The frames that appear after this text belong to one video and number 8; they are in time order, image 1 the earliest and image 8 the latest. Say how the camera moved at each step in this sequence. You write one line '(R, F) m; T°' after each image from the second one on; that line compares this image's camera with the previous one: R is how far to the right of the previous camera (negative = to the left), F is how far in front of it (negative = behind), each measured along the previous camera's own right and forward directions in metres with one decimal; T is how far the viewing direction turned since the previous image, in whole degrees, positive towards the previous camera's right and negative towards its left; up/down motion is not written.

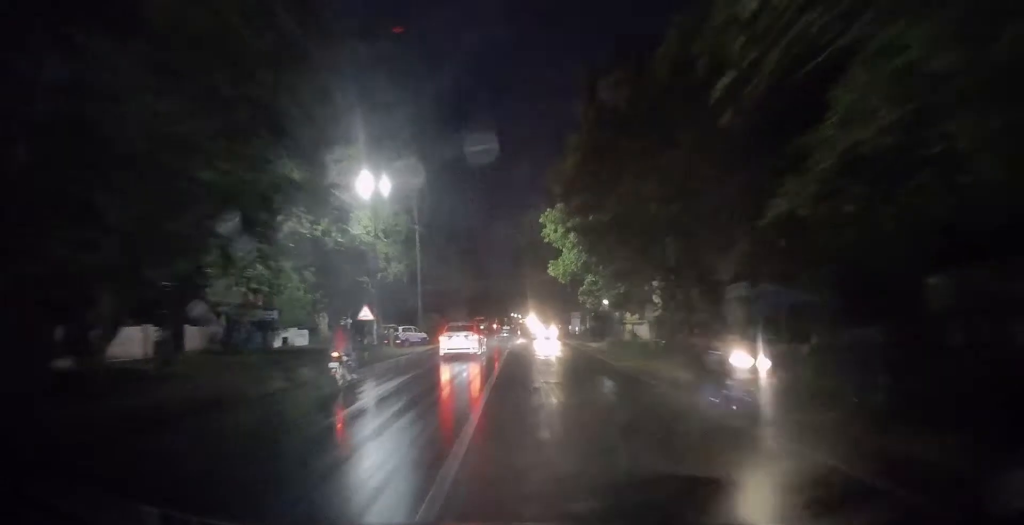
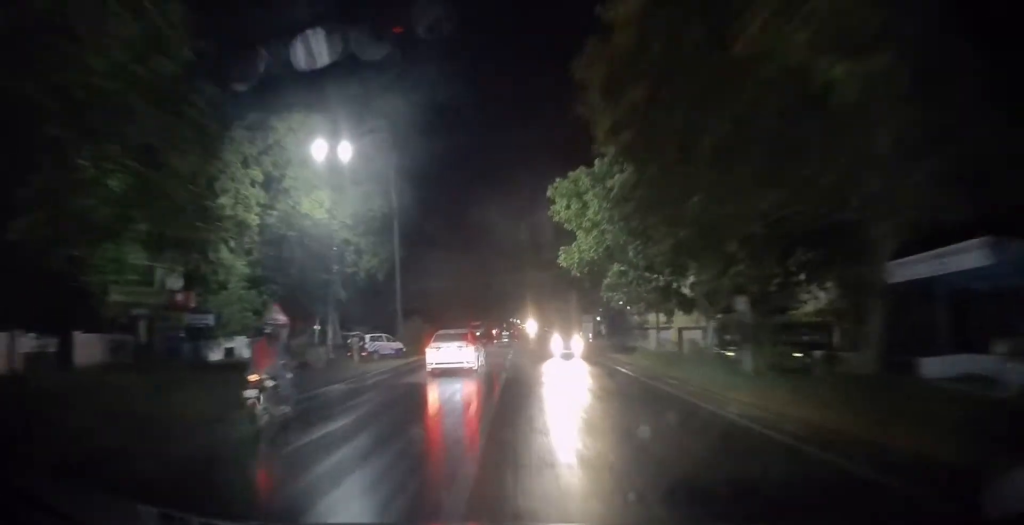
(0.0, +12.6) m; +1°
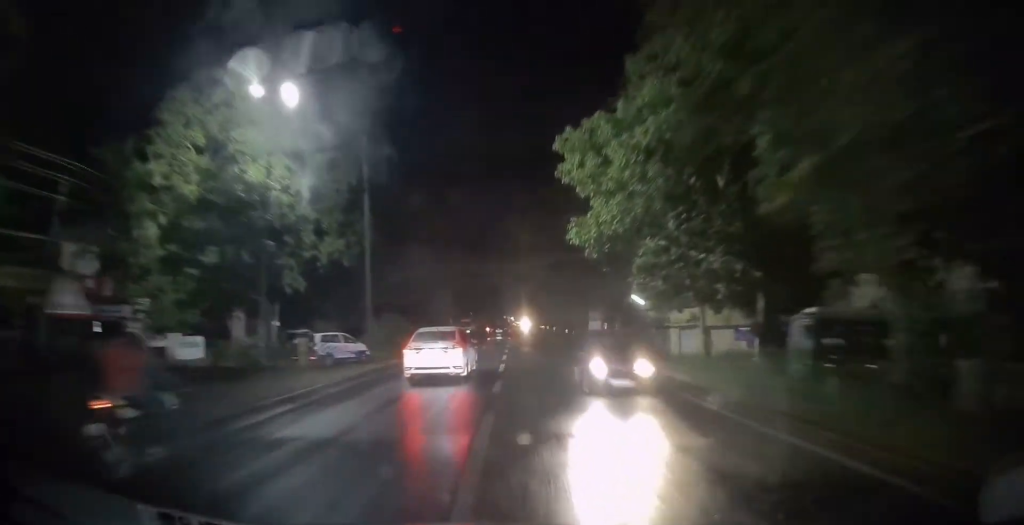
(+0.2, +9.8) m; +1°
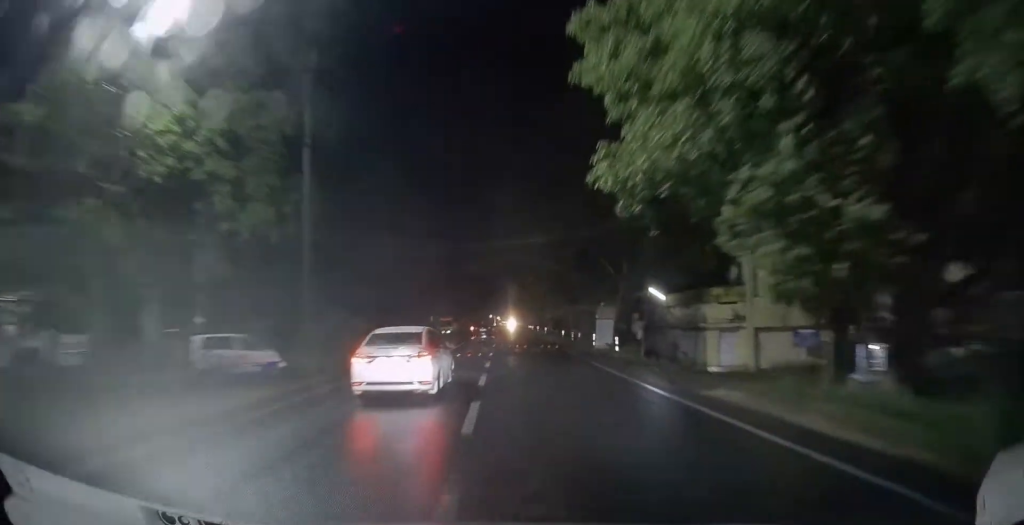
(+0.1, +11.9) m; +1°
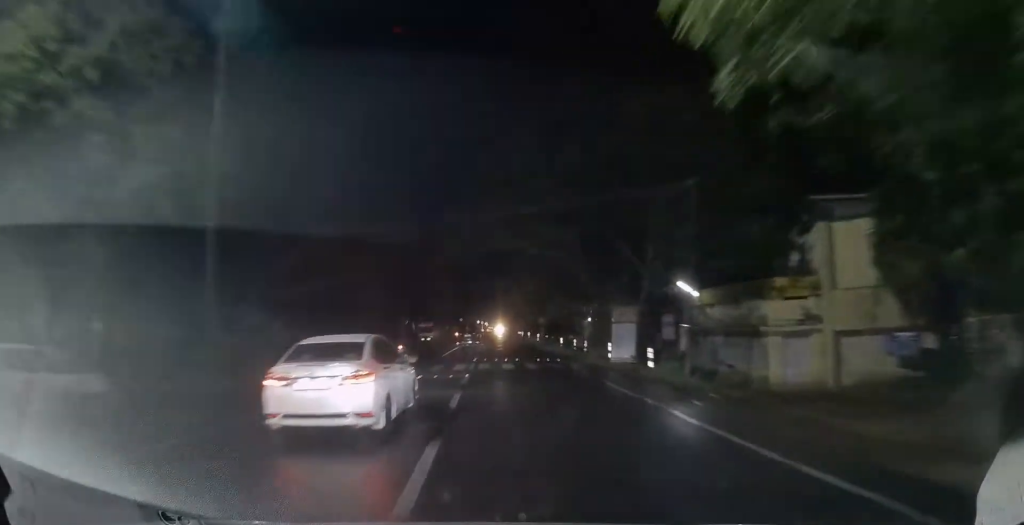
(+0.1, +10.0) m; 0°
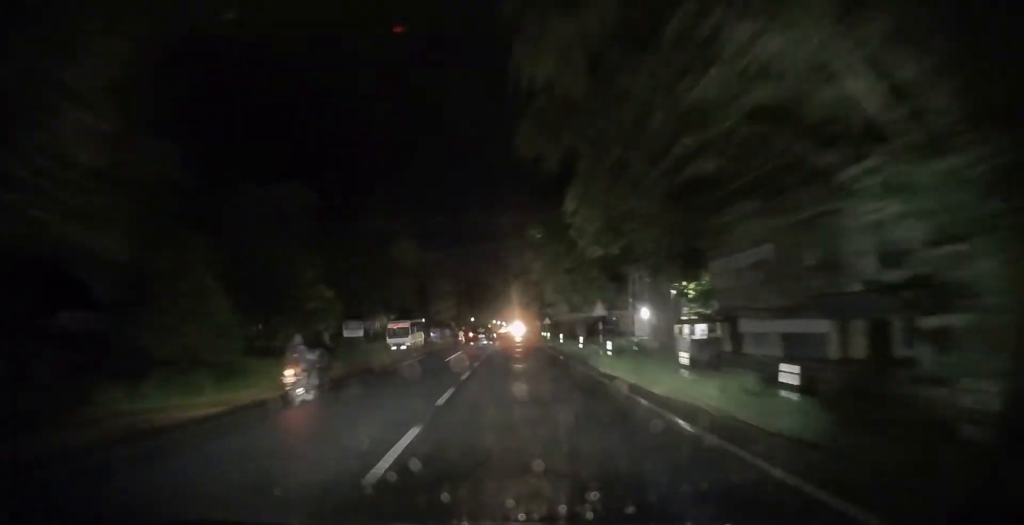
(+0.1, +29.2) m; -1°
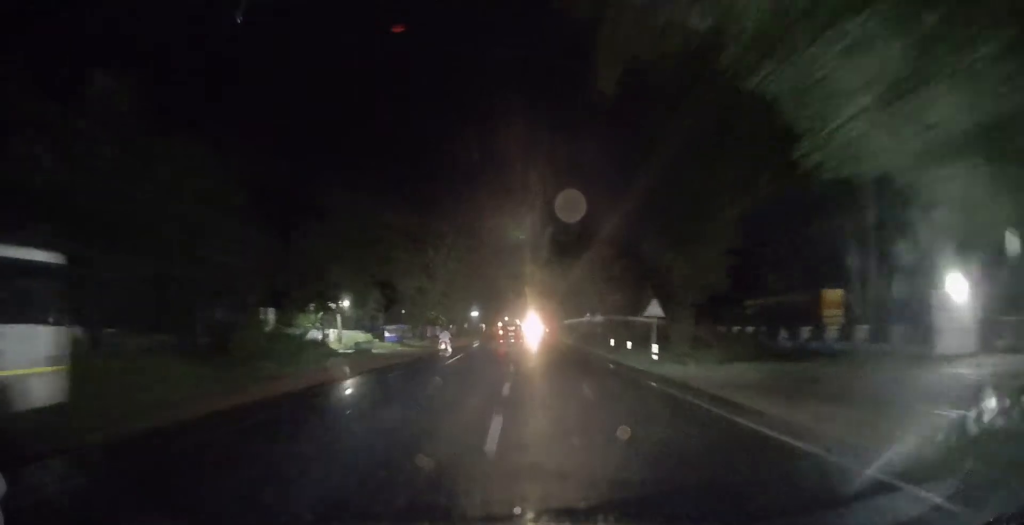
(-1.2, +46.5) m; -2°
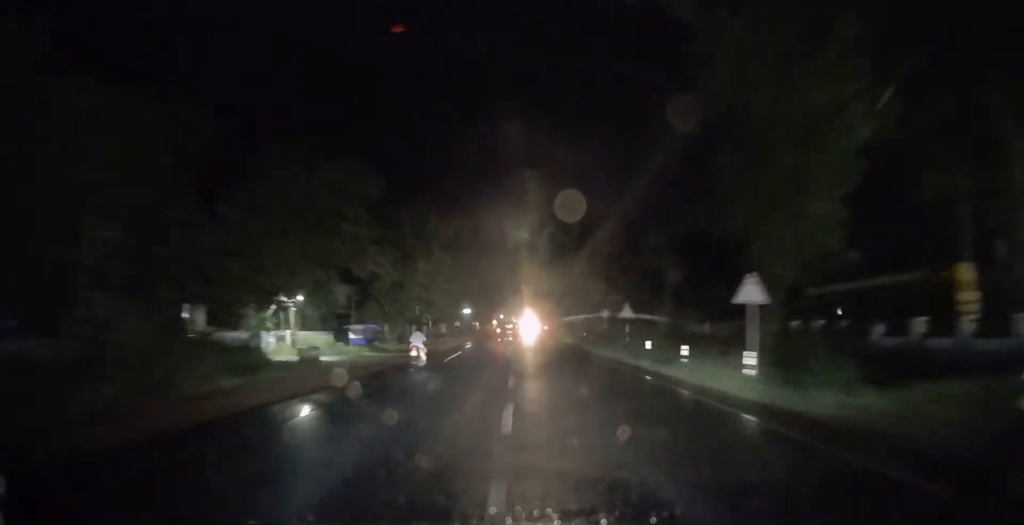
(0.0, +10.8) m; 0°
